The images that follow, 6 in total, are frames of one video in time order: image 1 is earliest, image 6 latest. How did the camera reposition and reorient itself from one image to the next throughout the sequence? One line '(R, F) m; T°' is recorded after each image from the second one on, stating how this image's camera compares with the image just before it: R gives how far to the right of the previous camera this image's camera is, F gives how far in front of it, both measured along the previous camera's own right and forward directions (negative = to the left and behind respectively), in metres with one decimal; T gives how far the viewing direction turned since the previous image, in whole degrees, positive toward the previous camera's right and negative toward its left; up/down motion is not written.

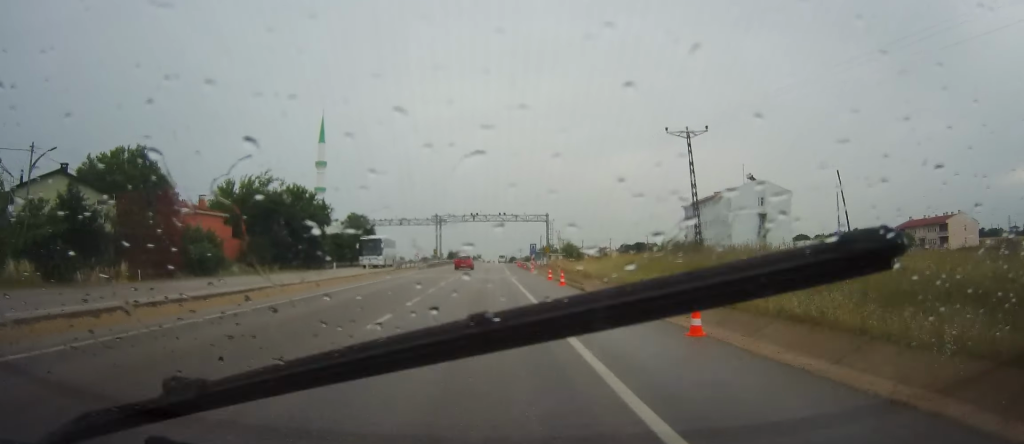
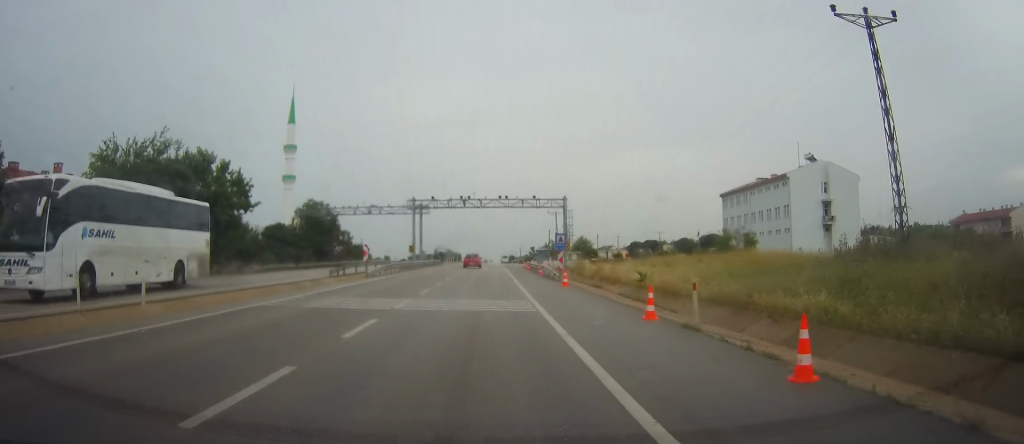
(+0.3, +26.5) m; 0°
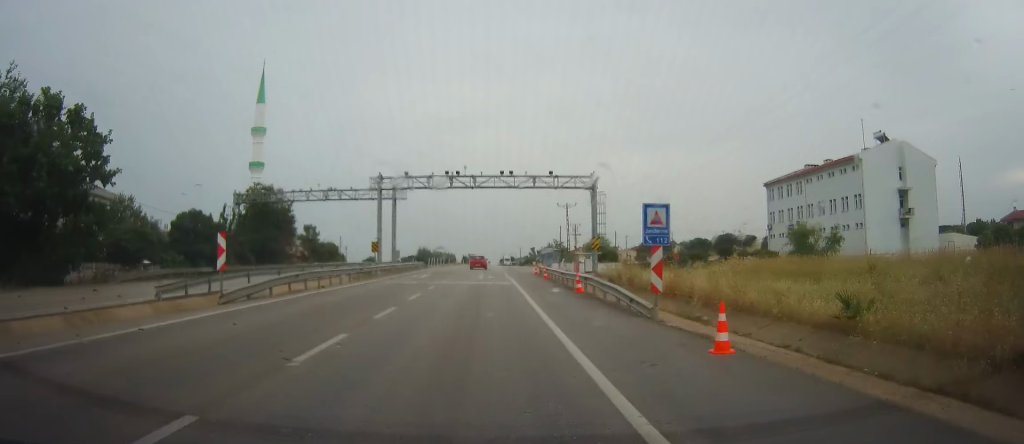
(-0.4, +21.3) m; -1°
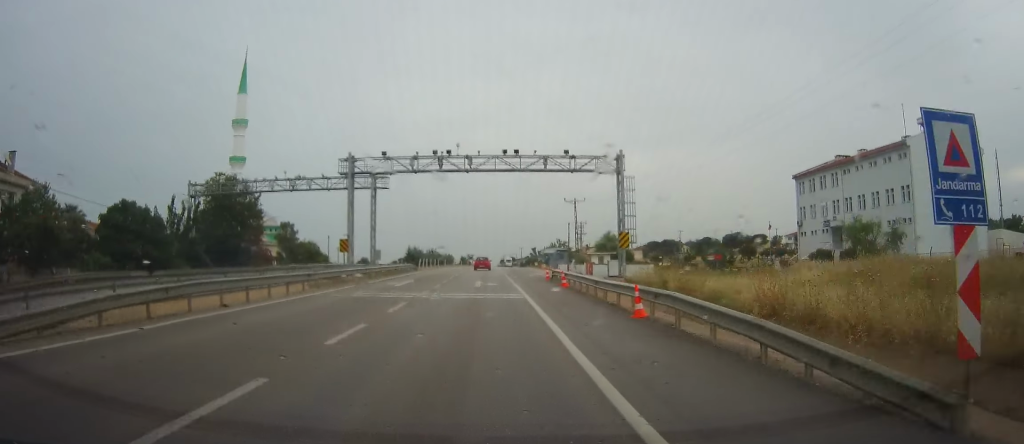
(0.0, +11.3) m; 0°
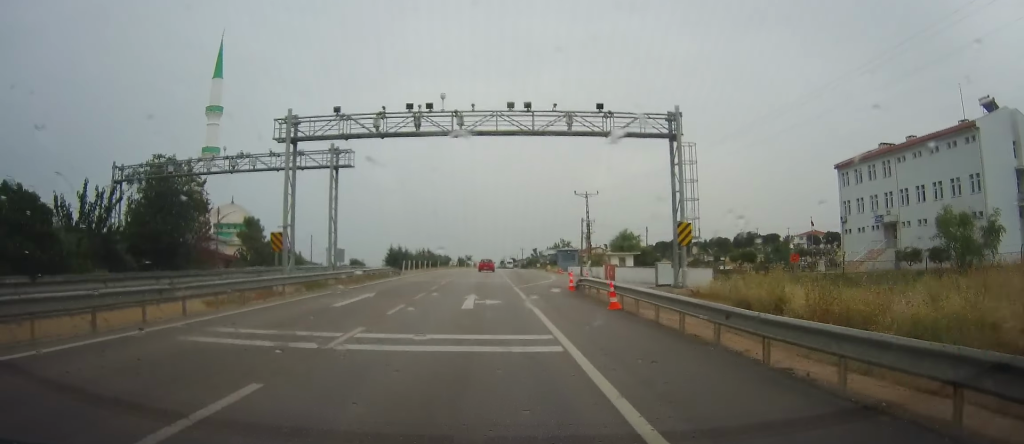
(0.0, +12.3) m; 0°
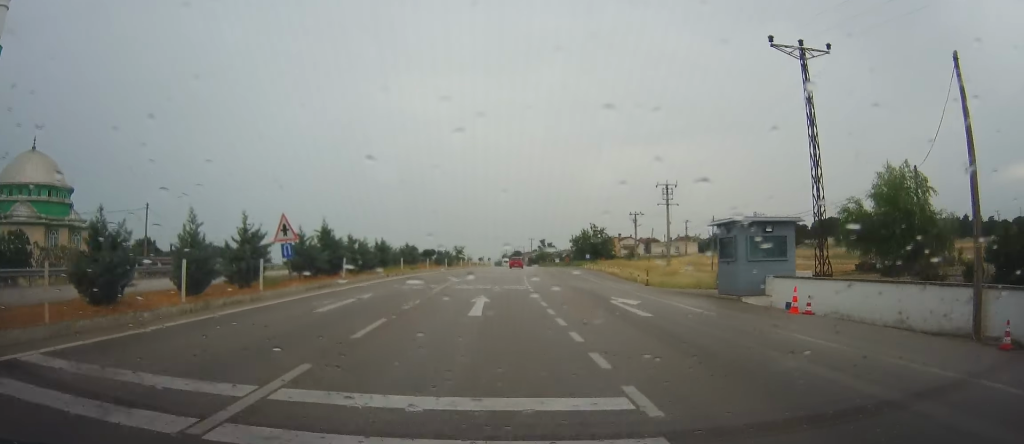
(+1.5, +60.5) m; +3°
